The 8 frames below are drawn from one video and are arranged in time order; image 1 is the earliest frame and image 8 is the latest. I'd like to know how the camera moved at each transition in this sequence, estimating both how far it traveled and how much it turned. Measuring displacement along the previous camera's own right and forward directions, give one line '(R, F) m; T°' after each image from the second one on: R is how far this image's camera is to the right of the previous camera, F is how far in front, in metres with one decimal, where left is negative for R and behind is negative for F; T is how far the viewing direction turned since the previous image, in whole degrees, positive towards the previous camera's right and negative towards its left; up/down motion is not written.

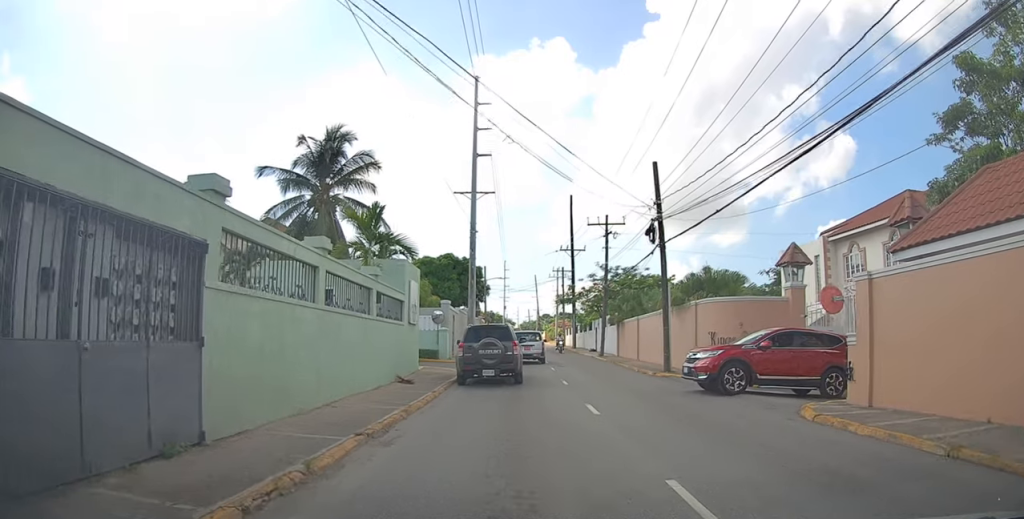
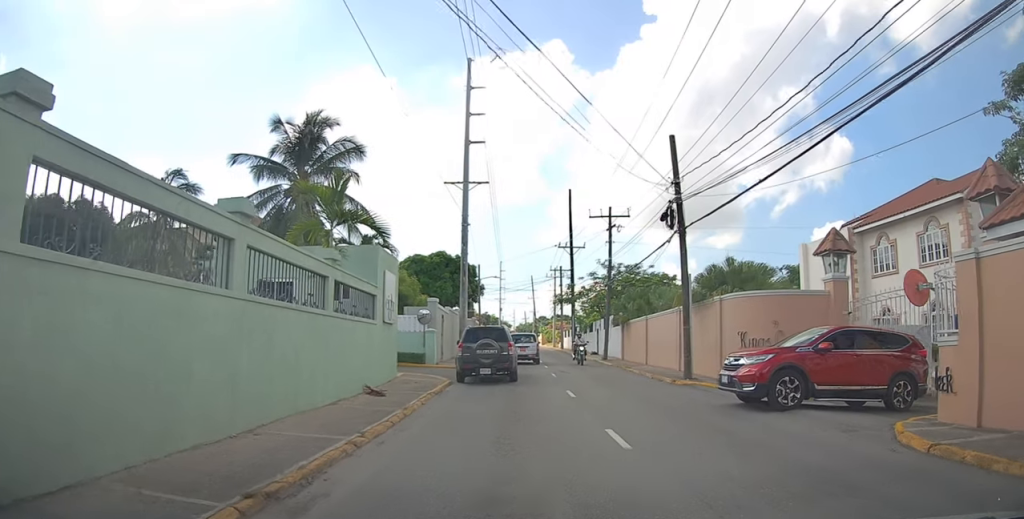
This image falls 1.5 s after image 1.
(0.0, +3.0) m; -2°
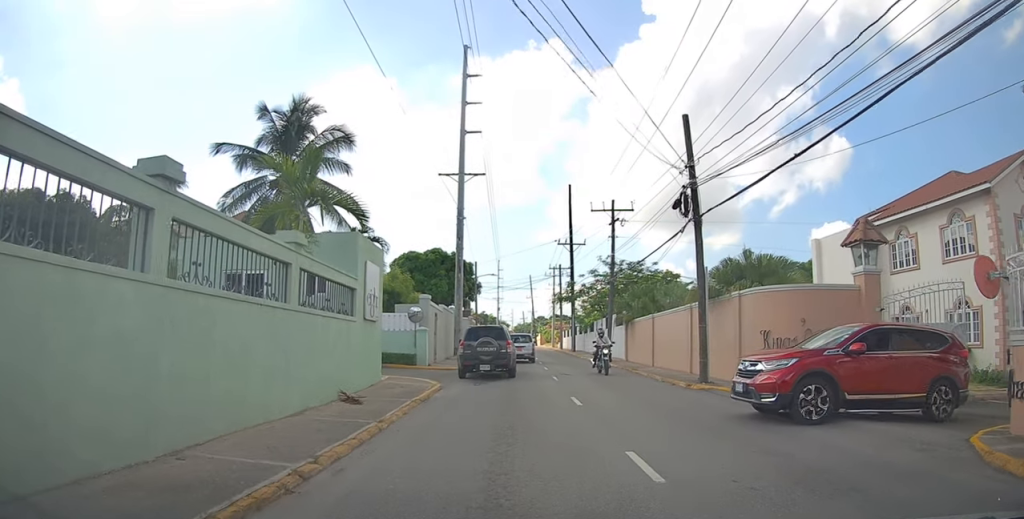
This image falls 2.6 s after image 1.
(+0.1, +1.7) m; -1°
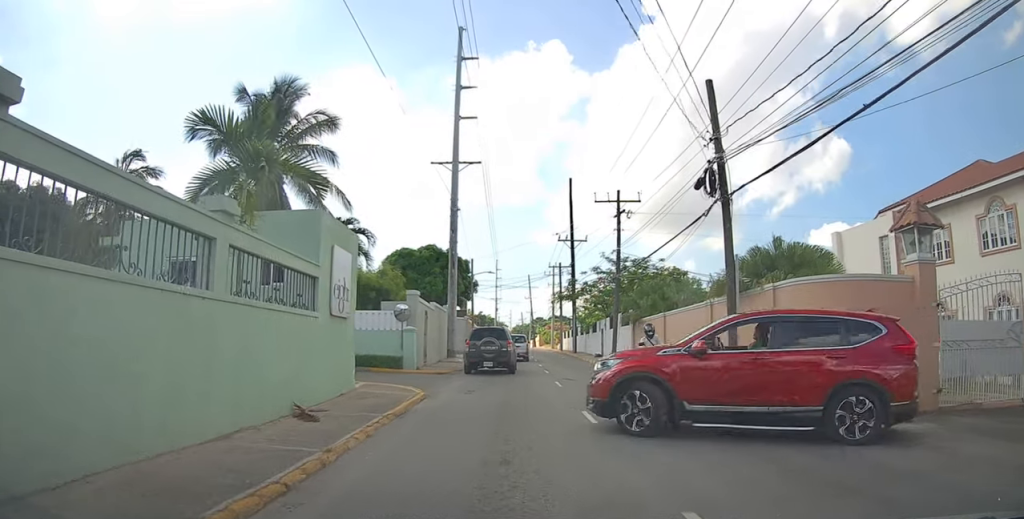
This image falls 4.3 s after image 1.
(+0.6, +2.2) m; 0°
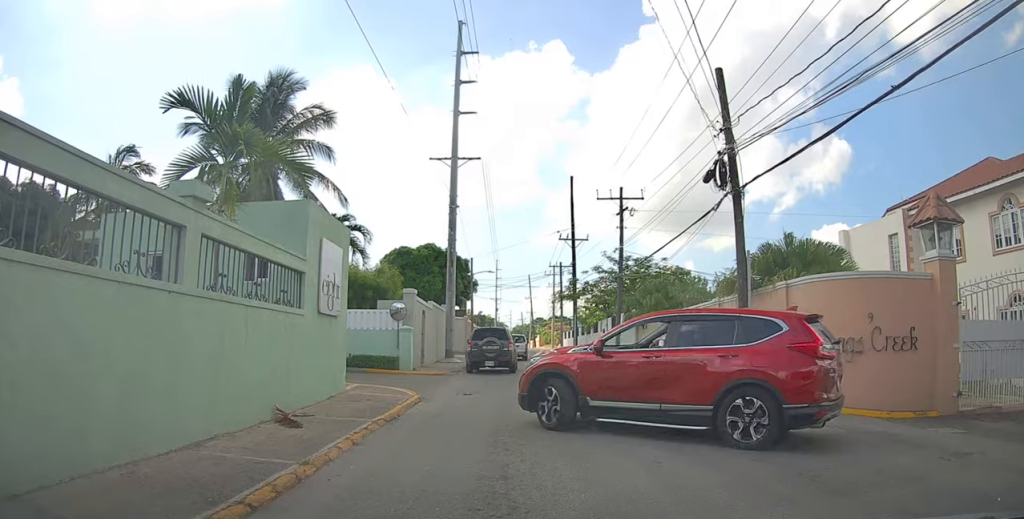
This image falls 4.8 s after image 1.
(+0.2, +0.6) m; 0°
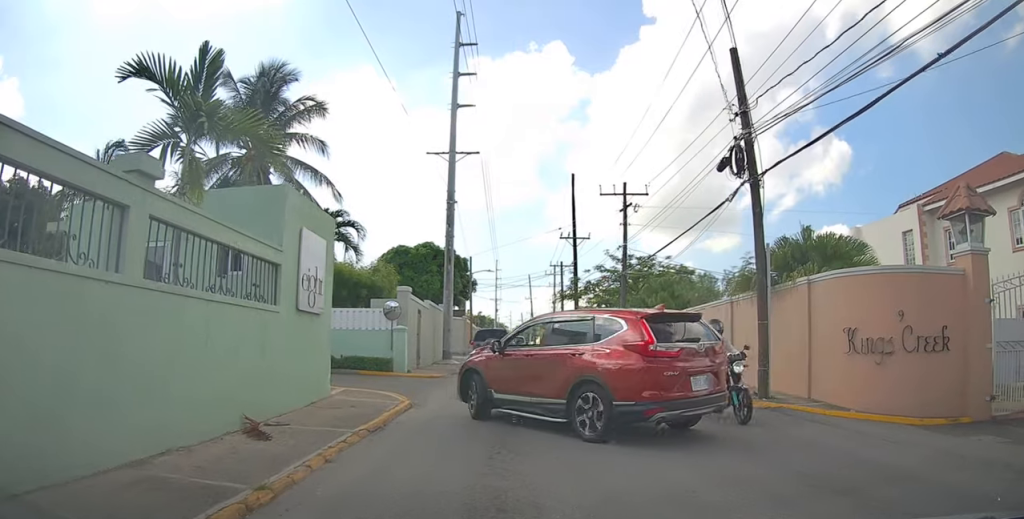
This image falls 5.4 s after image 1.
(-0.2, +1.1) m; +2°
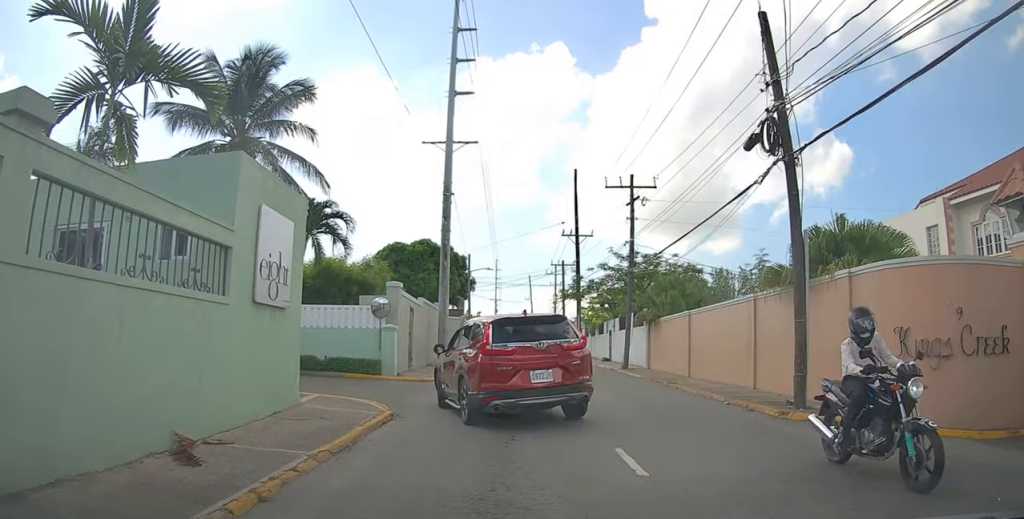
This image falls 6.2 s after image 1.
(0.0, +1.6) m; +2°
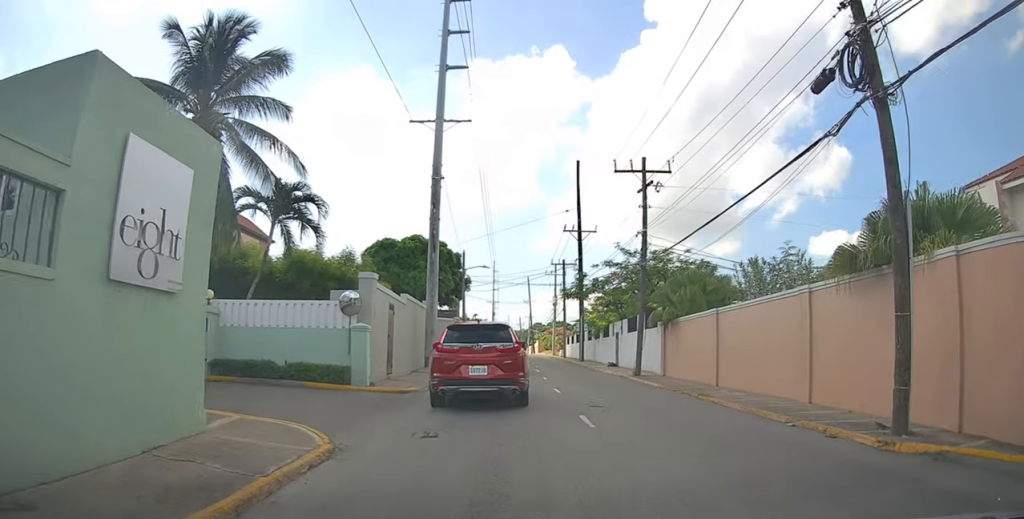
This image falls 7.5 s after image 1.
(+0.1, +3.1) m; +2°
